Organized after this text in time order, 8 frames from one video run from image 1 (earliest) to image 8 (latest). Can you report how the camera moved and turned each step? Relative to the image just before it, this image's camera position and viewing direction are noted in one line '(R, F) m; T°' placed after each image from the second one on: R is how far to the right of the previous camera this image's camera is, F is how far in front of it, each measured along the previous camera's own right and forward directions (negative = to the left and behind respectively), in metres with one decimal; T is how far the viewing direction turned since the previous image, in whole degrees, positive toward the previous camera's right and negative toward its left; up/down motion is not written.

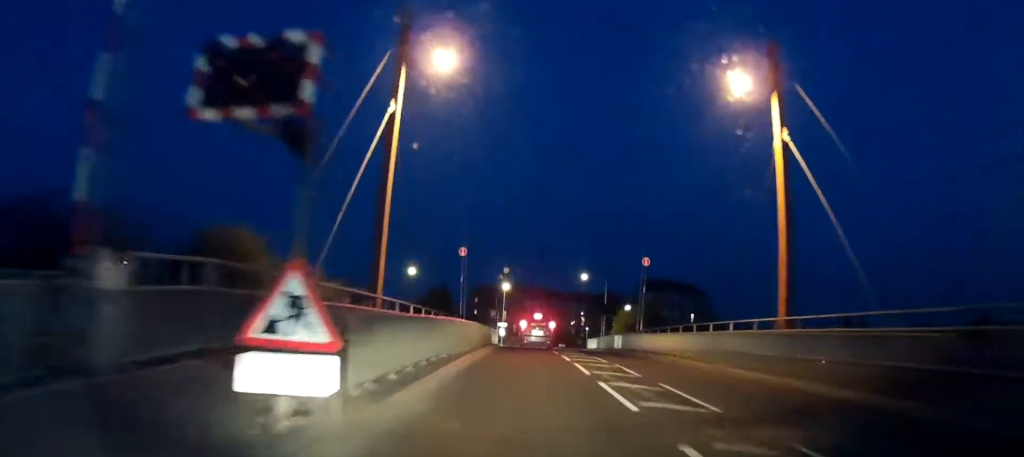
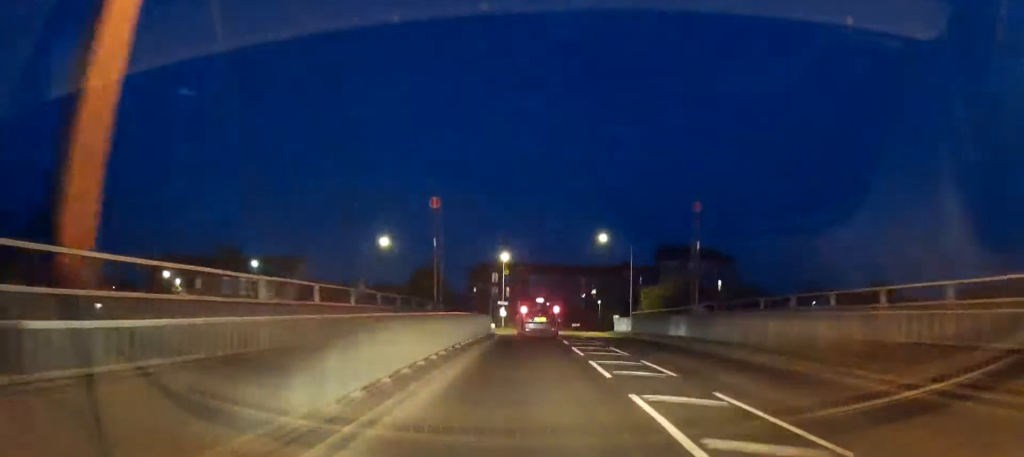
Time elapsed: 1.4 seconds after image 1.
(-0.2, +15.6) m; -1°
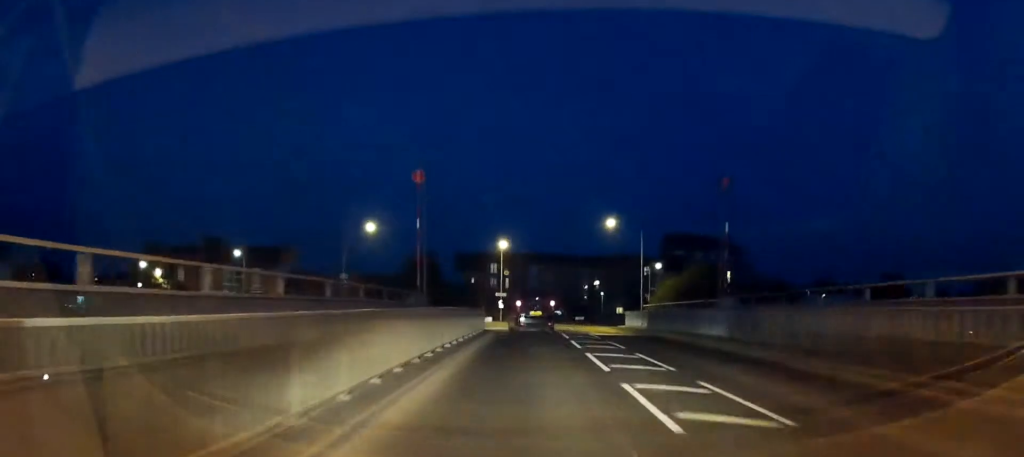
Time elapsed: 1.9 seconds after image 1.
(0.0, +5.3) m; 0°
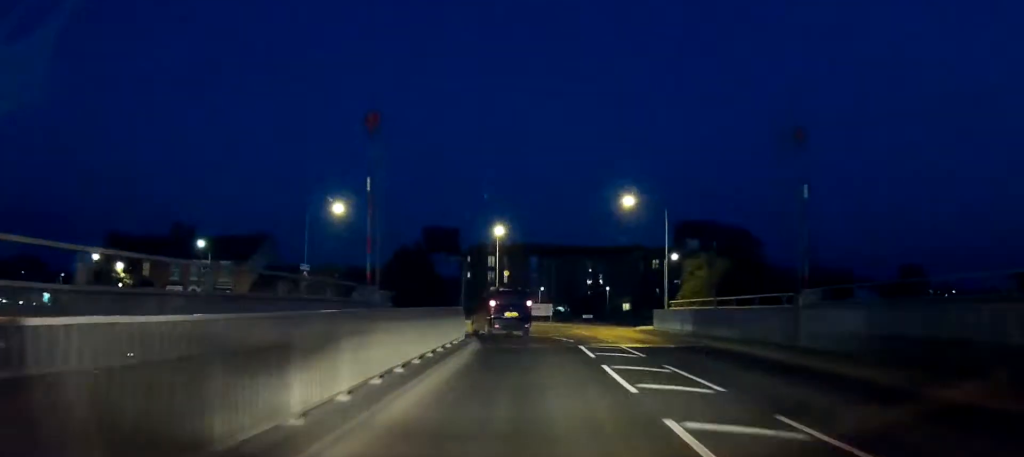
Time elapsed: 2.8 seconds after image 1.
(0.0, +9.1) m; 0°
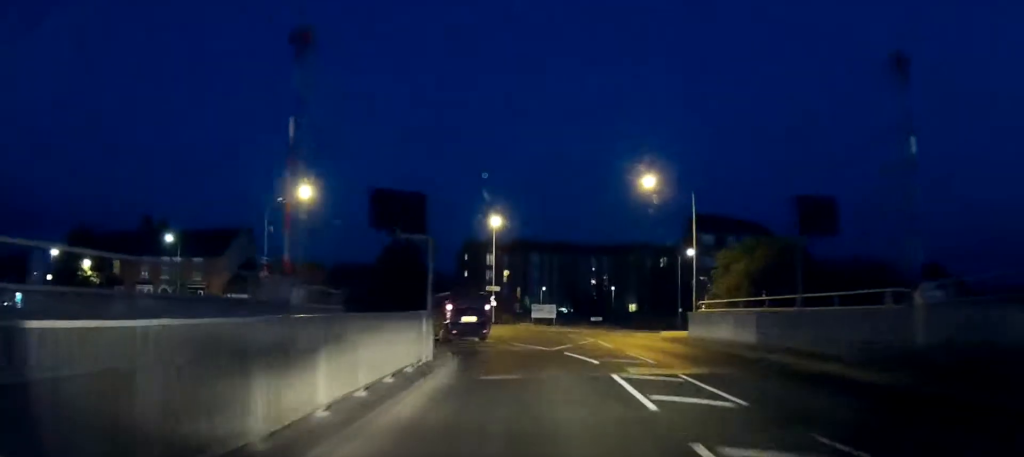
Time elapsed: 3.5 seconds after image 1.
(-0.1, +6.9) m; -1°
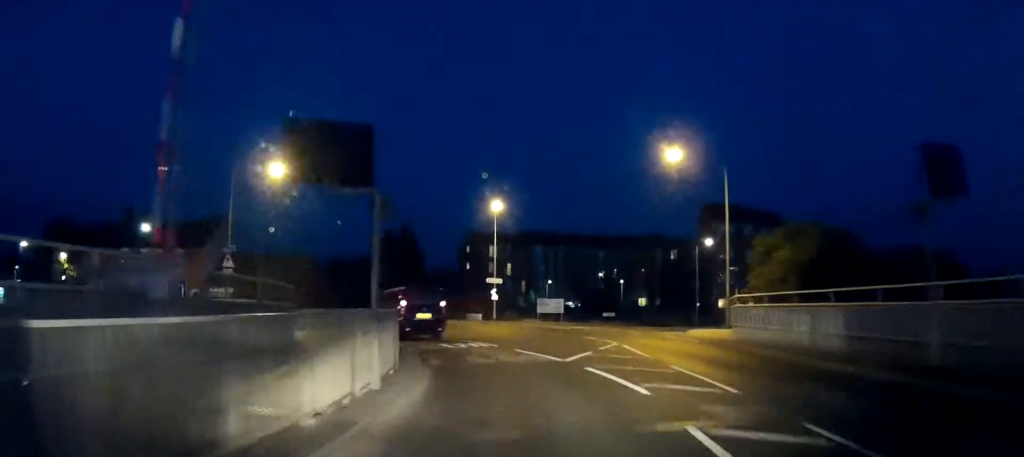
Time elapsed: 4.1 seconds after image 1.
(0.0, +5.1) m; -1°
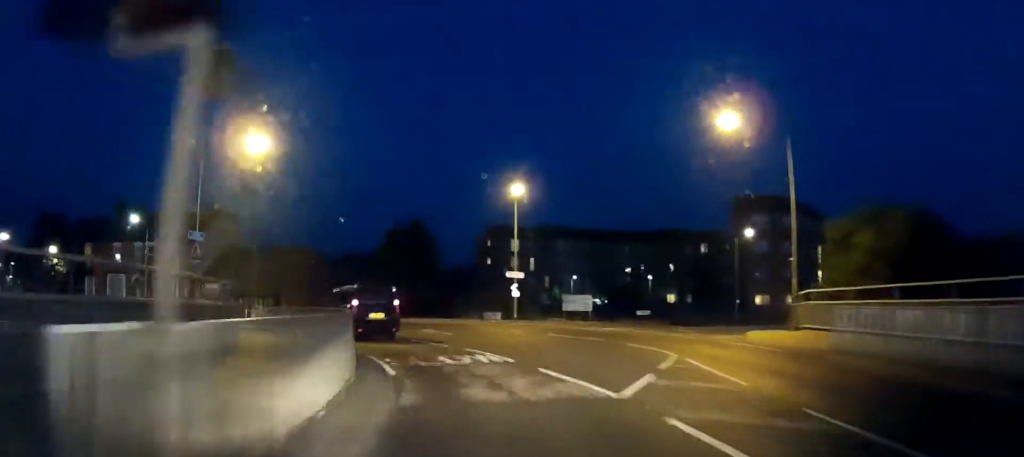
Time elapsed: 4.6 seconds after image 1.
(0.0, +5.3) m; -2°
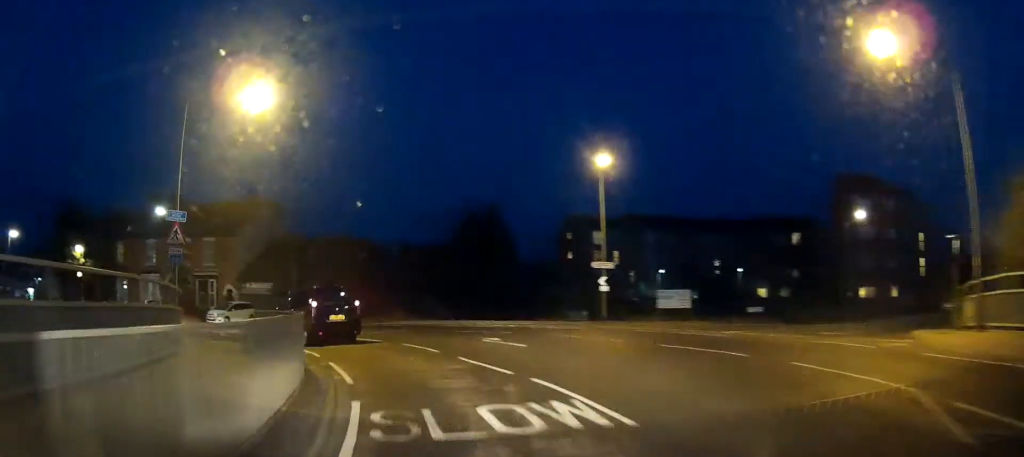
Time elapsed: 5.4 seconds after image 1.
(-0.2, +7.3) m; -5°
